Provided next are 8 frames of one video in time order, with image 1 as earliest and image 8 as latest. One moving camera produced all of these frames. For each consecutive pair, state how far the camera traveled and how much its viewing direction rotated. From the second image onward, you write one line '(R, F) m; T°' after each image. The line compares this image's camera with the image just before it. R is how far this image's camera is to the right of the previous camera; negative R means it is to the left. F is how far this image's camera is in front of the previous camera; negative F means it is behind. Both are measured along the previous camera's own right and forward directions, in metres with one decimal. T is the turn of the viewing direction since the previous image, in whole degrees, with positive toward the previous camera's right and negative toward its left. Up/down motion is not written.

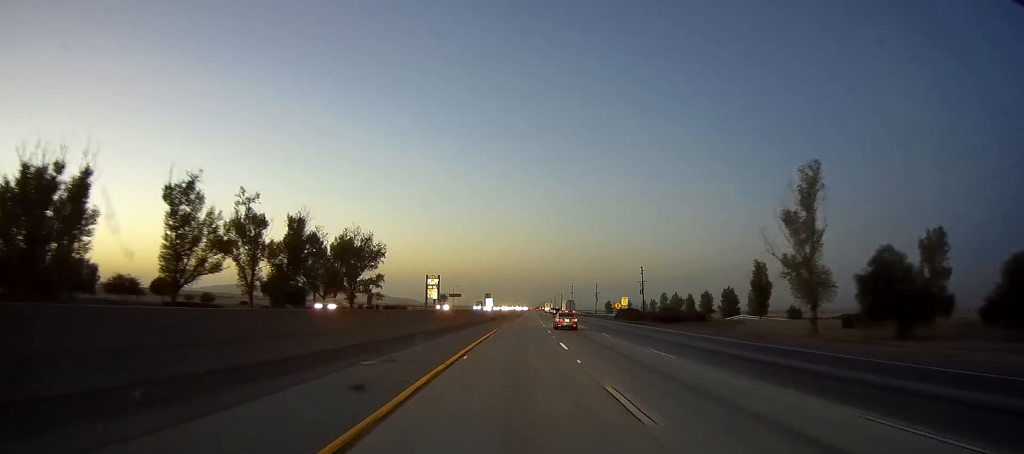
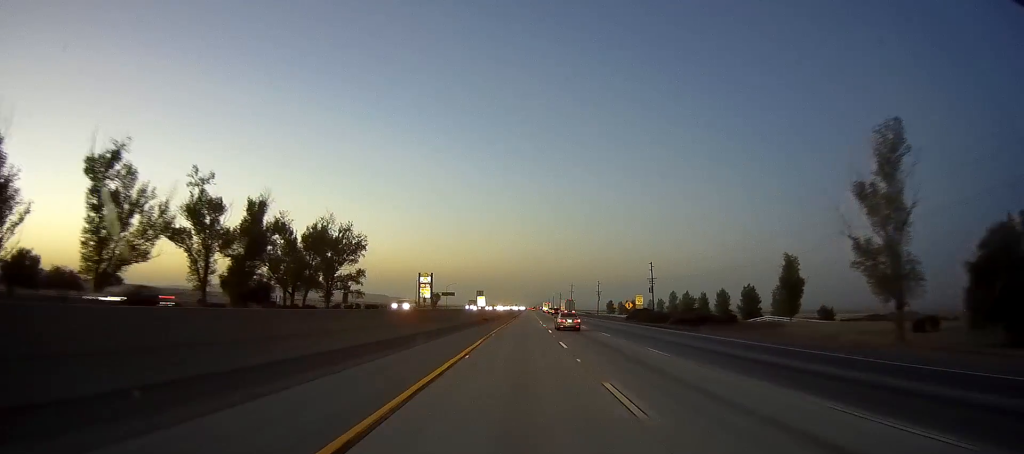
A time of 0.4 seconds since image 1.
(-0.1, +14.1) m; +1°
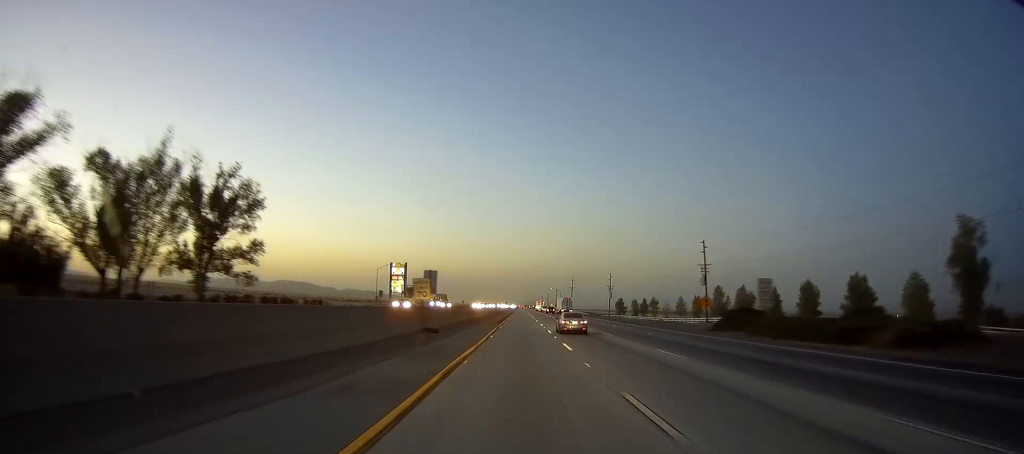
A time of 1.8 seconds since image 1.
(+0.6, +45.6) m; 0°
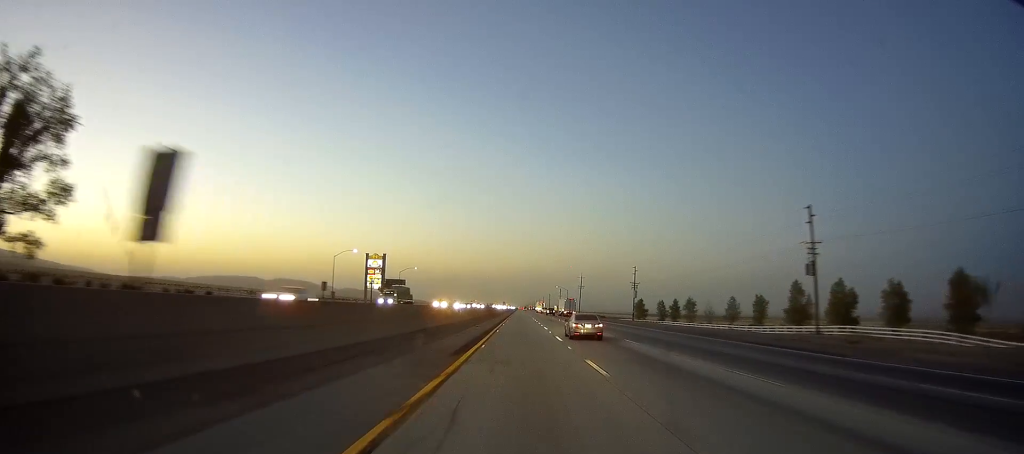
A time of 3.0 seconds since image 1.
(-0.6, +37.2) m; -1°
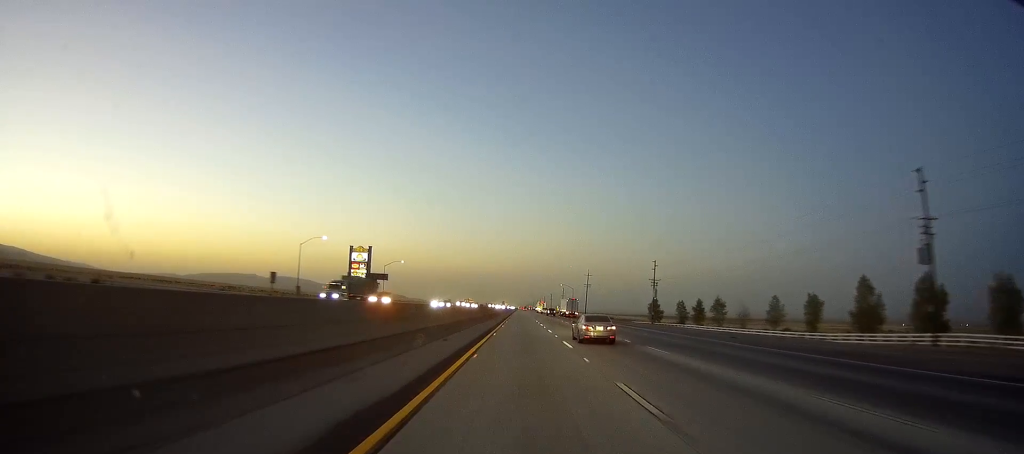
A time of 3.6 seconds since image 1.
(-0.1, +19.7) m; +1°
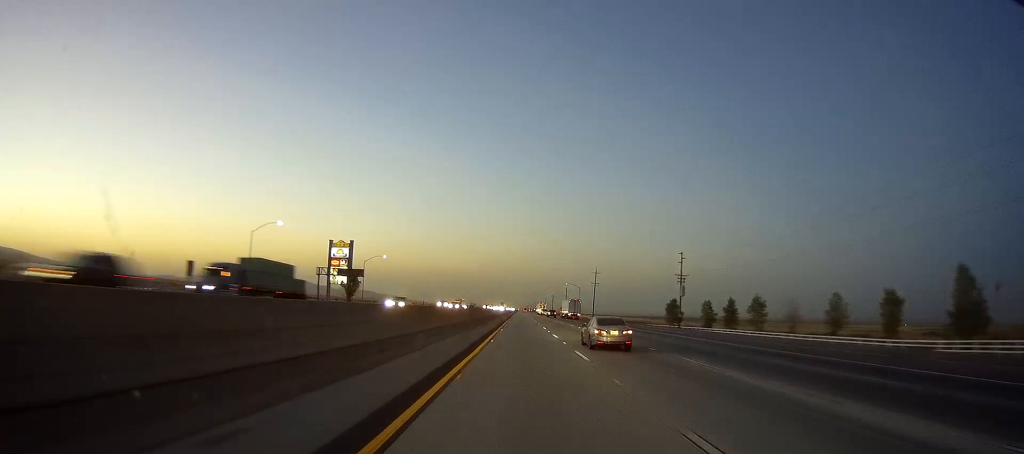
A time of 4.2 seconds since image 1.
(+0.4, +19.7) m; 0°
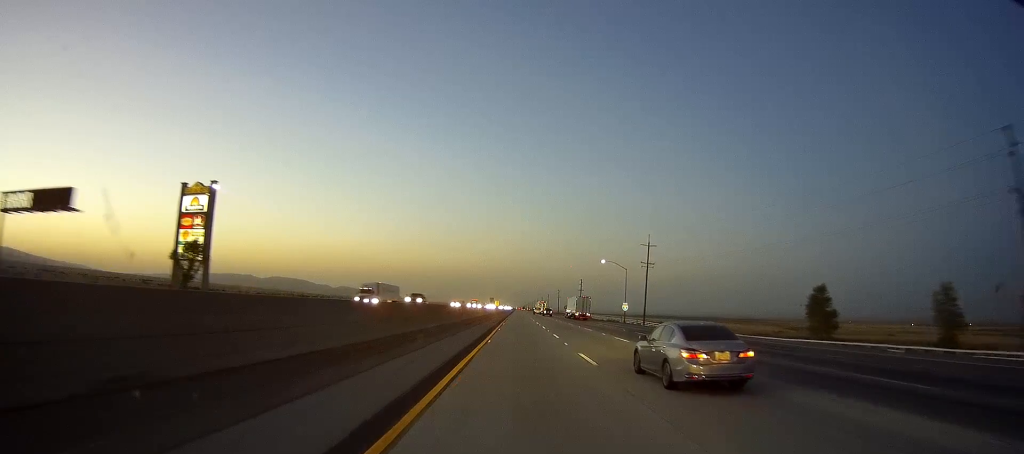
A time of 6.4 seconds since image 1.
(+0.2, +74.2) m; 0°
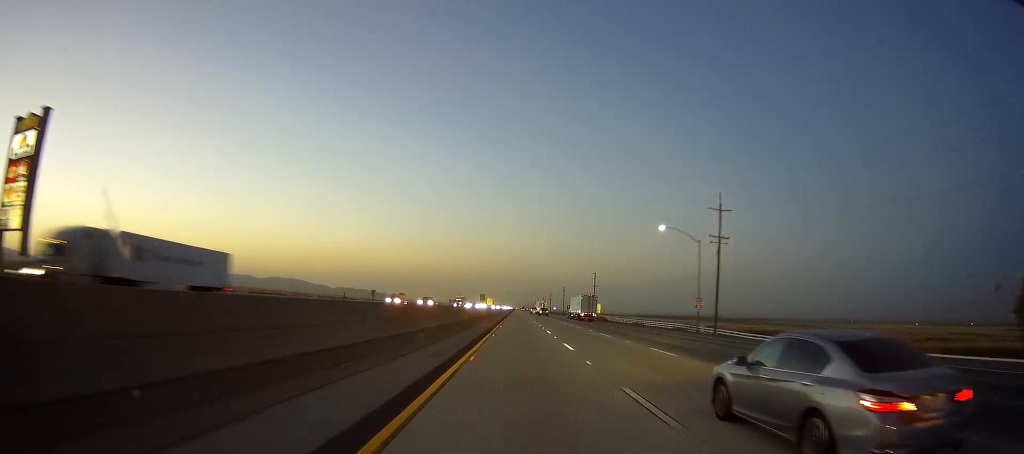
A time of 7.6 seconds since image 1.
(-0.5, +38.0) m; 0°
